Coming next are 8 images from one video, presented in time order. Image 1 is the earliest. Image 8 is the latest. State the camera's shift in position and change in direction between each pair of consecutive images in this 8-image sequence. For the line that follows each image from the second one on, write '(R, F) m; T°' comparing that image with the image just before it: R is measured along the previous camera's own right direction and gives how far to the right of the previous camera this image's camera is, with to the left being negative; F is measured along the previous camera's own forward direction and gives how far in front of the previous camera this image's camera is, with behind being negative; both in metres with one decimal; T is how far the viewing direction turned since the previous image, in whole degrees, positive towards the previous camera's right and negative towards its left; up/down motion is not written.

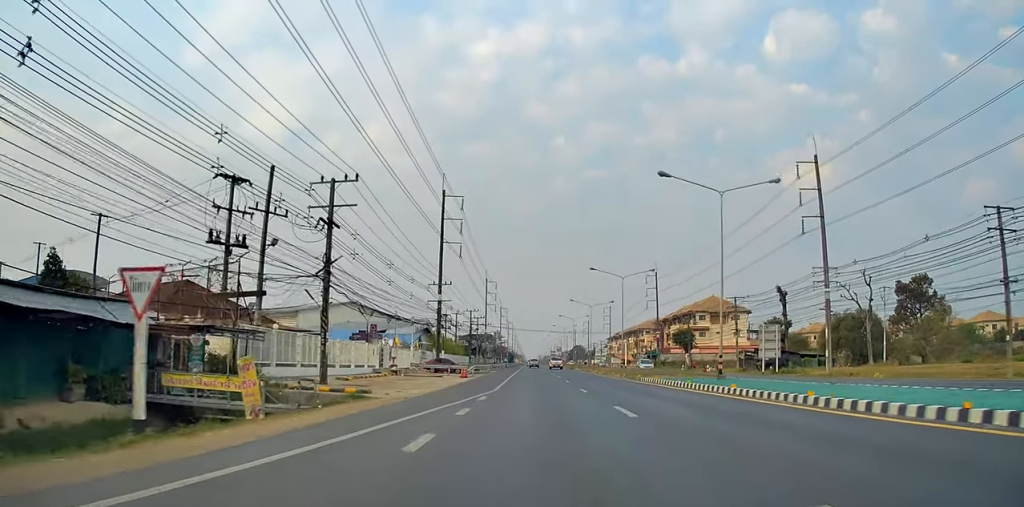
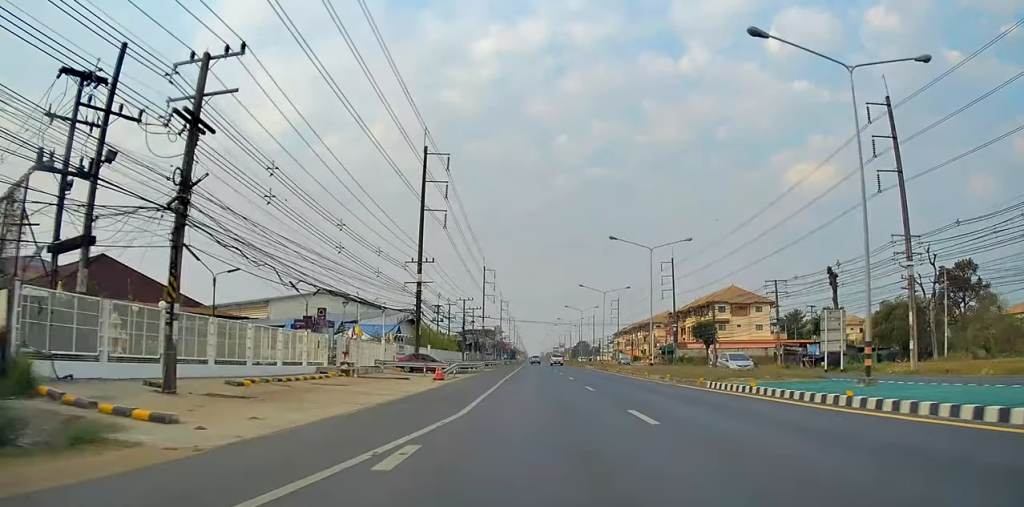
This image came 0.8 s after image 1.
(0.0, +13.8) m; -1°
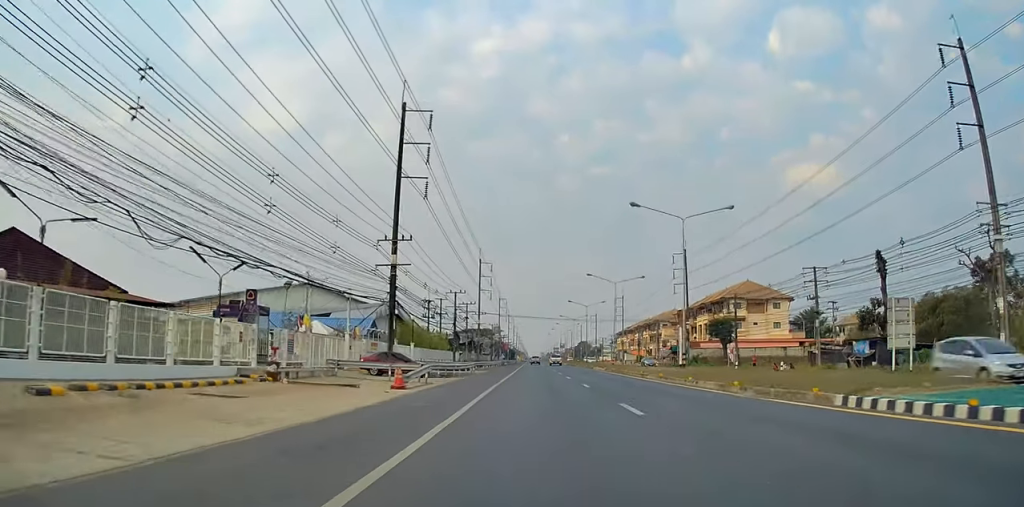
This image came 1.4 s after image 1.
(-0.2, +9.8) m; 0°
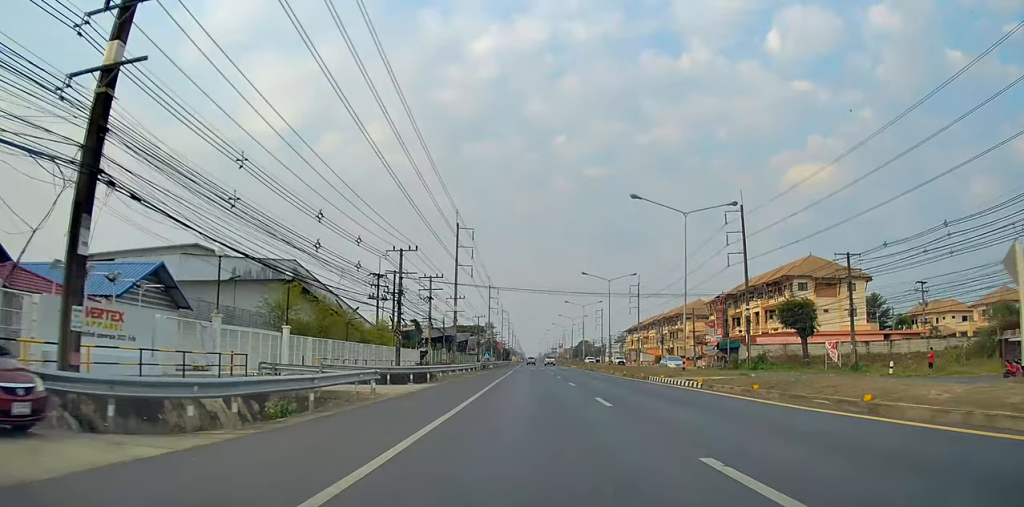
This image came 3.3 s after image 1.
(+0.4, +32.8) m; +1°
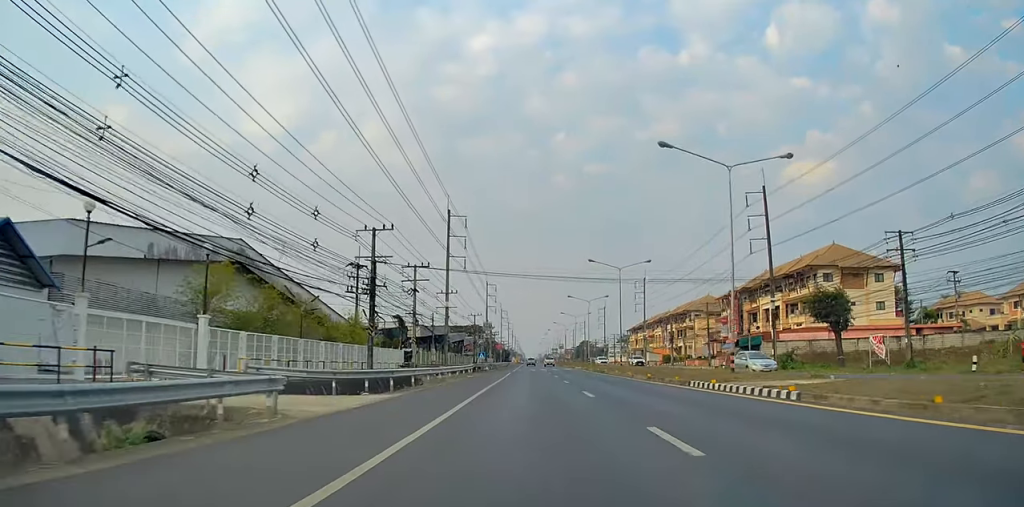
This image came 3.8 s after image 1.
(0.0, +8.6) m; 0°
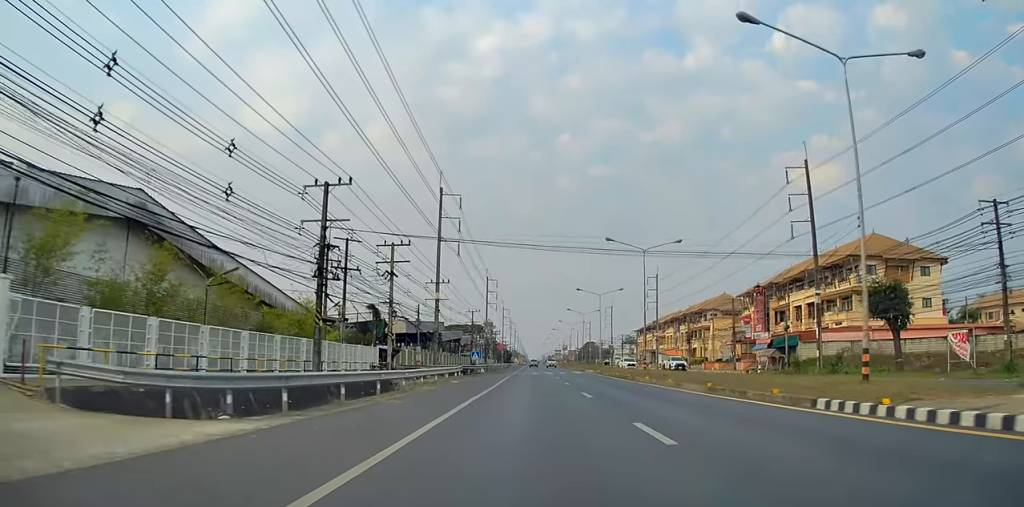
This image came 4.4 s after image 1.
(0.0, +11.0) m; -1°
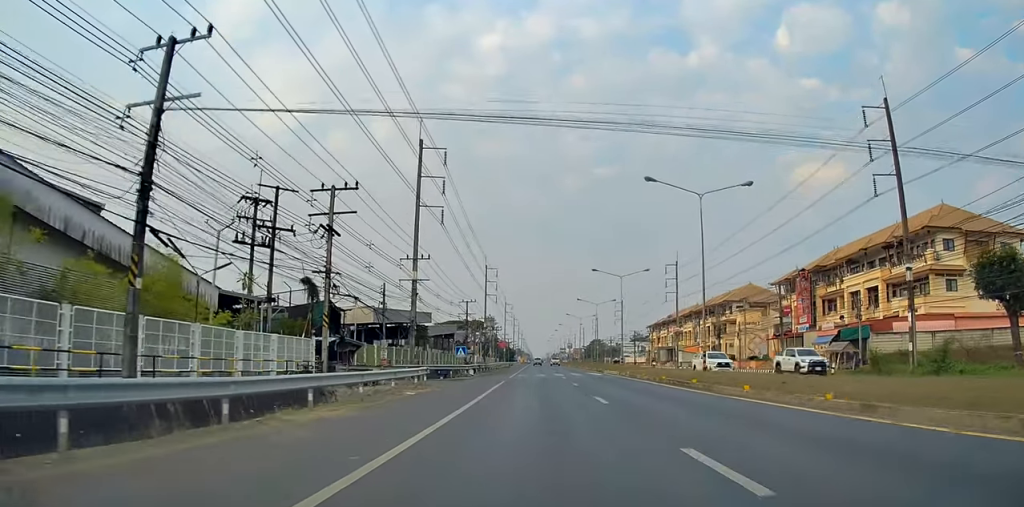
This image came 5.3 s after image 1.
(-0.3, +15.5) m; -1°
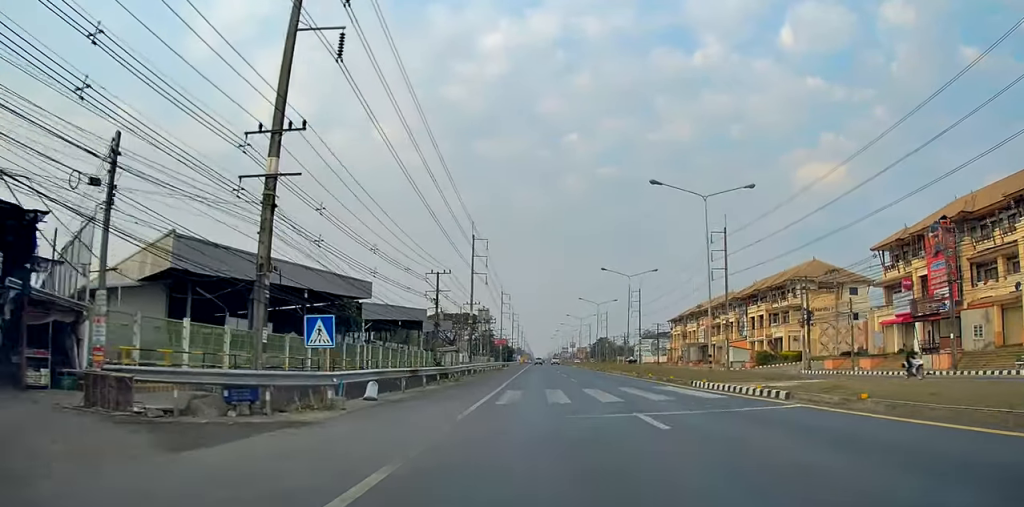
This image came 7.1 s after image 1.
(+0.6, +30.6) m; +2°
